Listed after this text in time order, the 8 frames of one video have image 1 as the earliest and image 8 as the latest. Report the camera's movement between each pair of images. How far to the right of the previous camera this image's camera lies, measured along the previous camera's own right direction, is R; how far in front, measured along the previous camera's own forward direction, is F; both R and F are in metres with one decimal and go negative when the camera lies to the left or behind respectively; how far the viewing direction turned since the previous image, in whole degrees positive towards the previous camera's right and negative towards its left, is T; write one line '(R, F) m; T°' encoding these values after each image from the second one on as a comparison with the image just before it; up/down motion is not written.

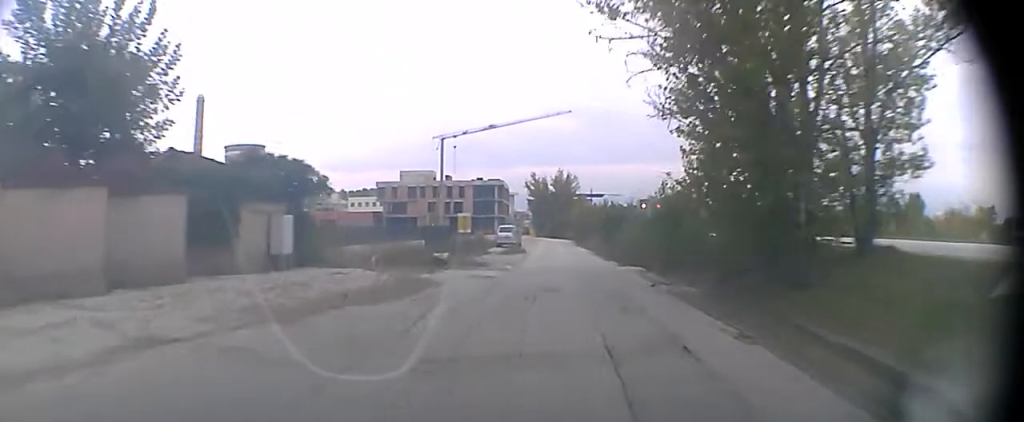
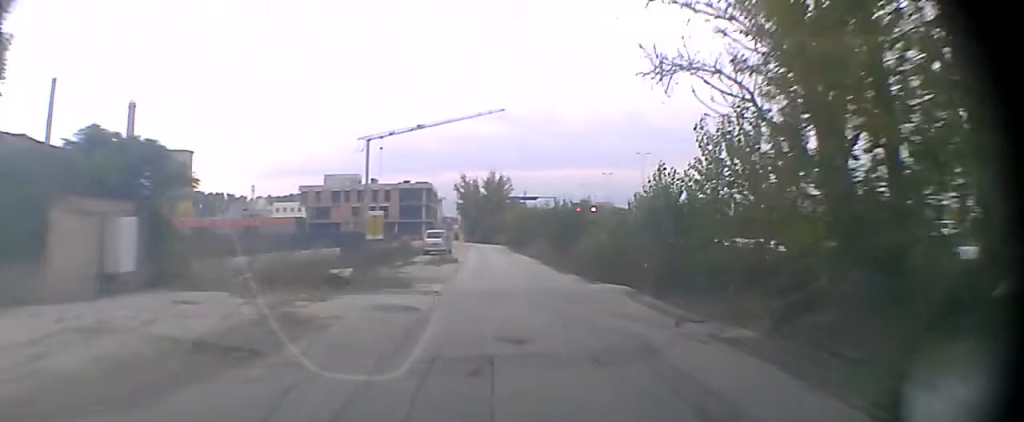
(0.0, +6.5) m; +1°
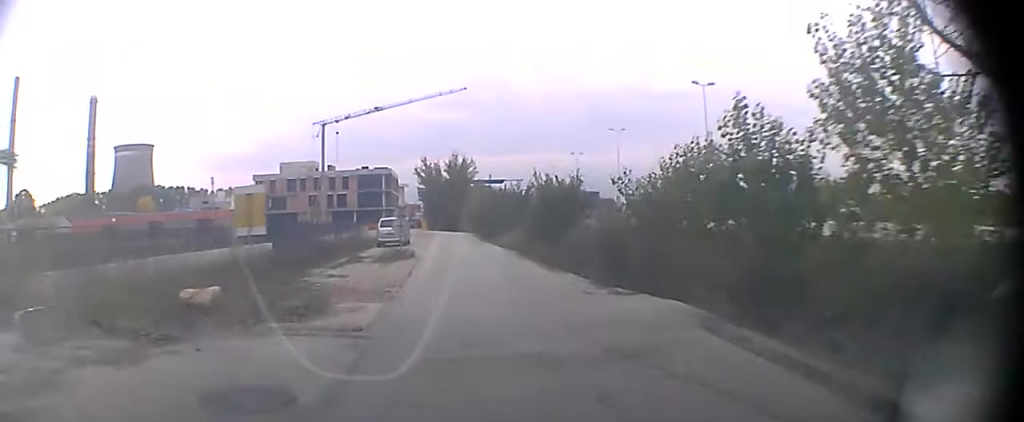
(+0.2, +7.9) m; +3°
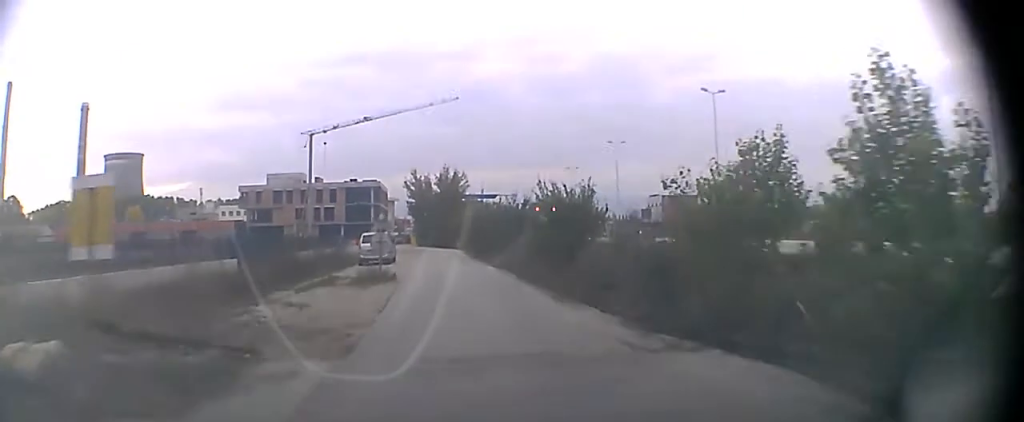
(+0.1, +3.0) m; +1°
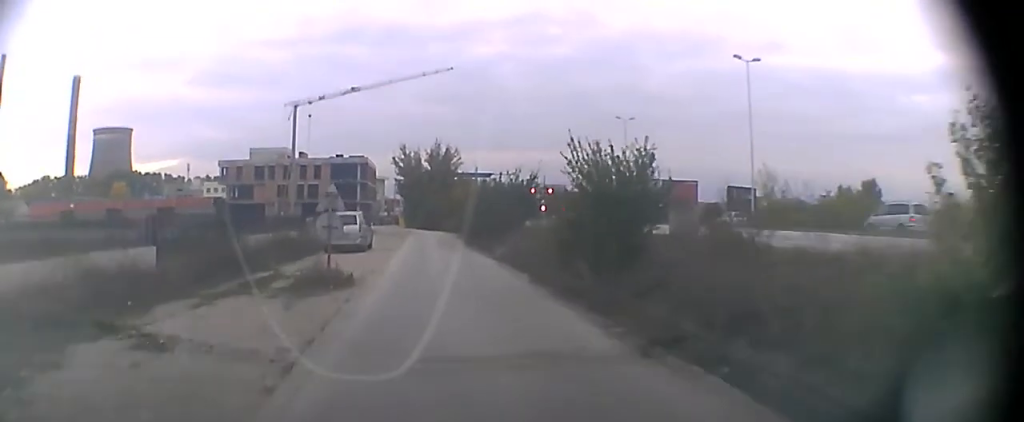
(+0.1, +8.3) m; +1°
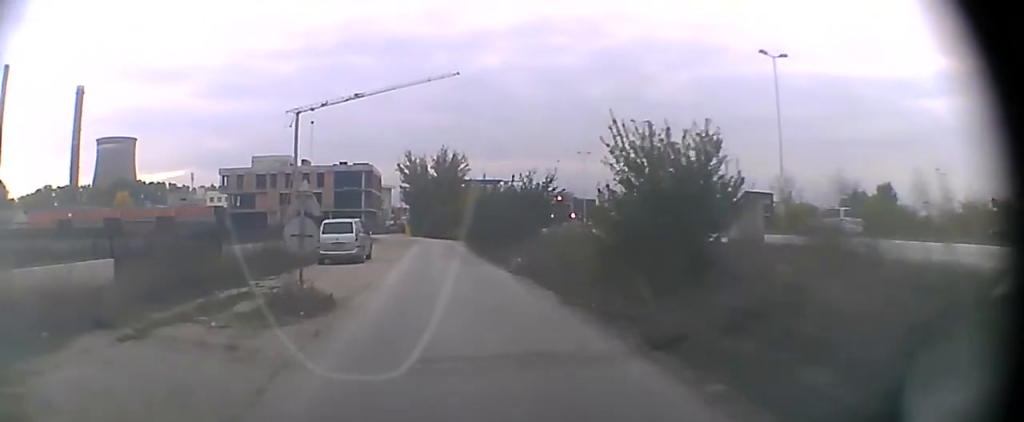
(0.0, +3.6) m; 0°
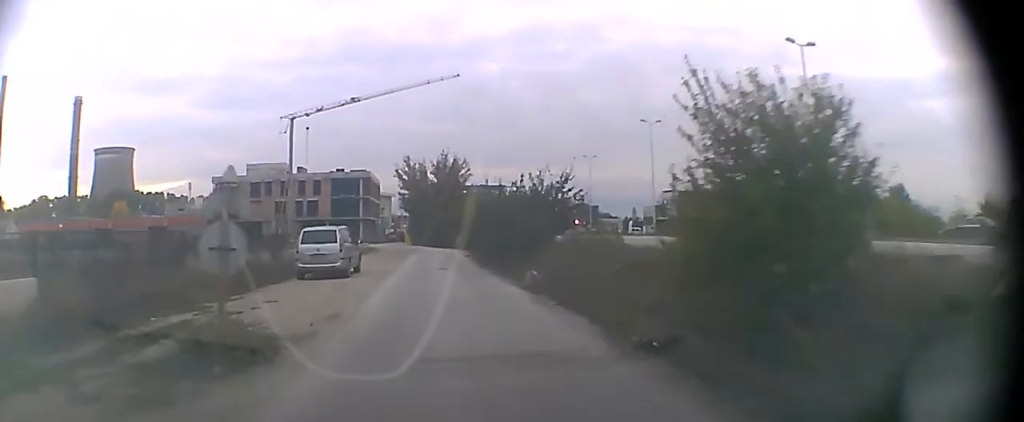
(0.0, +2.9) m; 0°
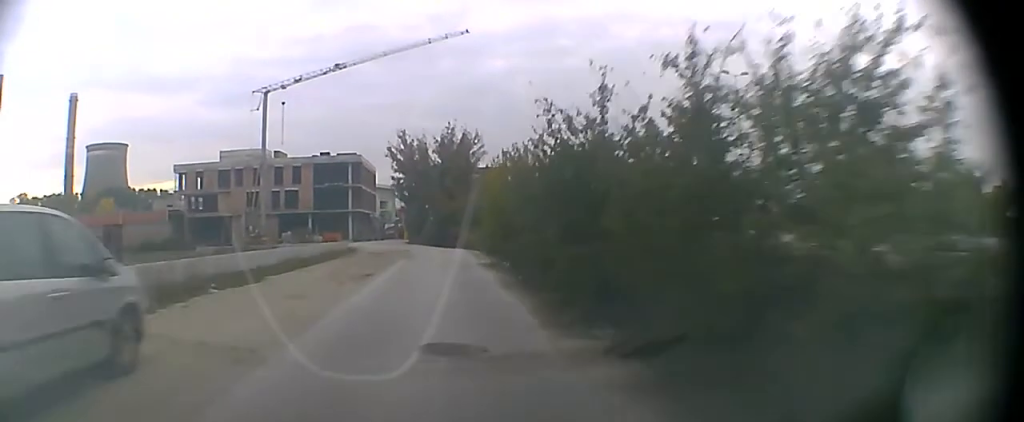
(+0.1, +18.0) m; 0°
